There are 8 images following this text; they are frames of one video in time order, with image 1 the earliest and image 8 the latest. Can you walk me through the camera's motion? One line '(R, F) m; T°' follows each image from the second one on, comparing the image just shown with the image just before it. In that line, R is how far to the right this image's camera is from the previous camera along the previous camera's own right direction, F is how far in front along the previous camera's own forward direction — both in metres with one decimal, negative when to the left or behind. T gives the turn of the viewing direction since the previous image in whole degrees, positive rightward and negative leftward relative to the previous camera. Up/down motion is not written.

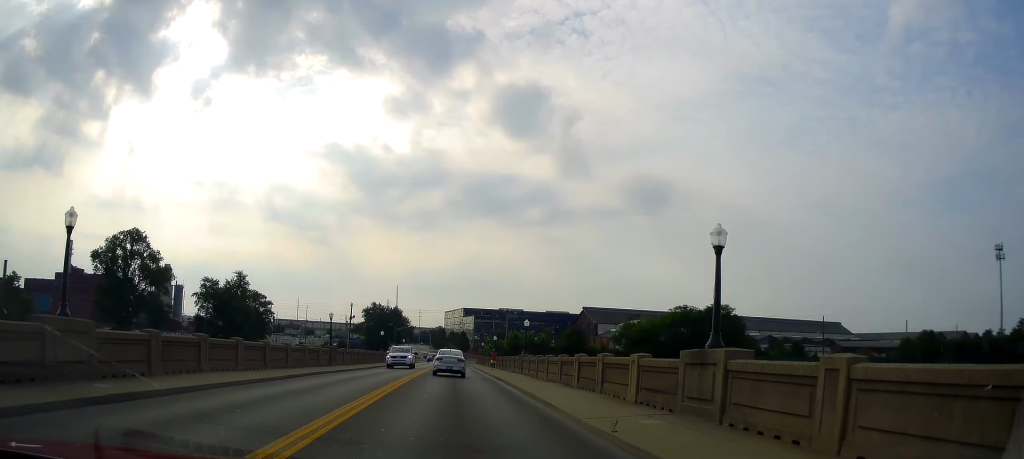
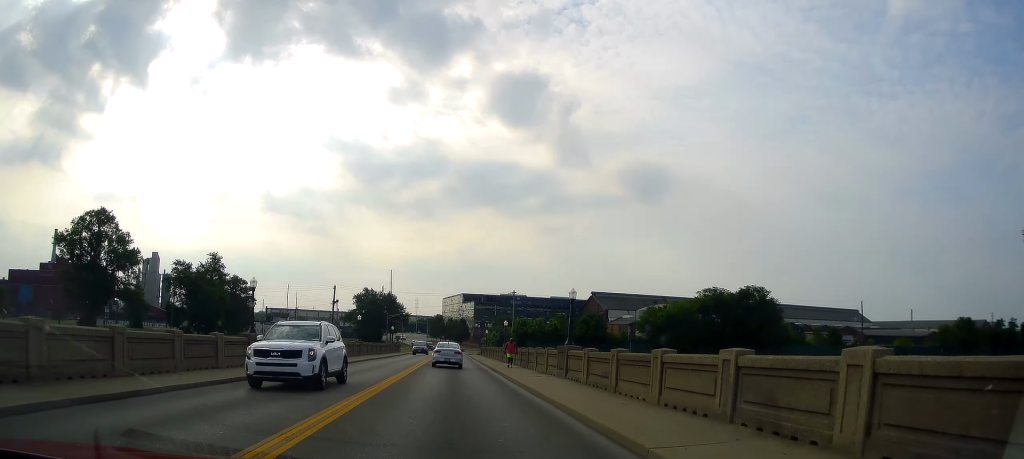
(-0.2, +11.2) m; +1°
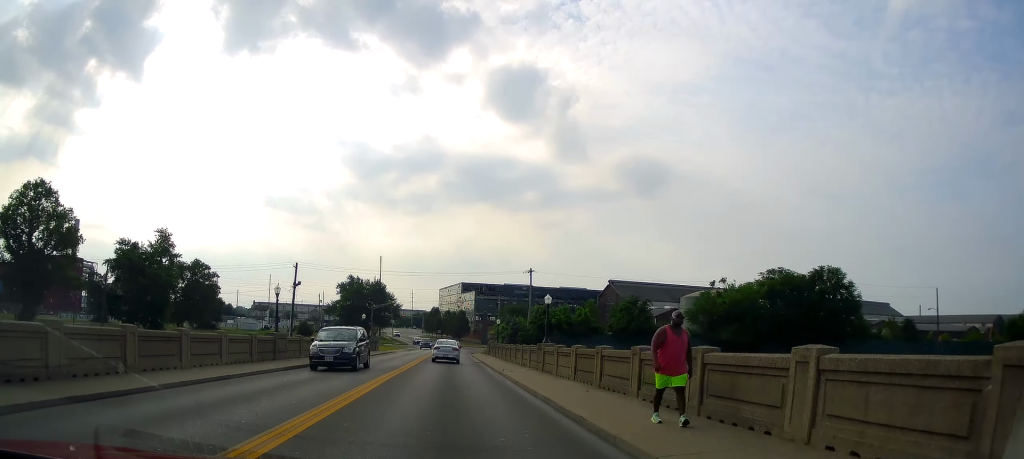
(-0.2, +16.8) m; -5°
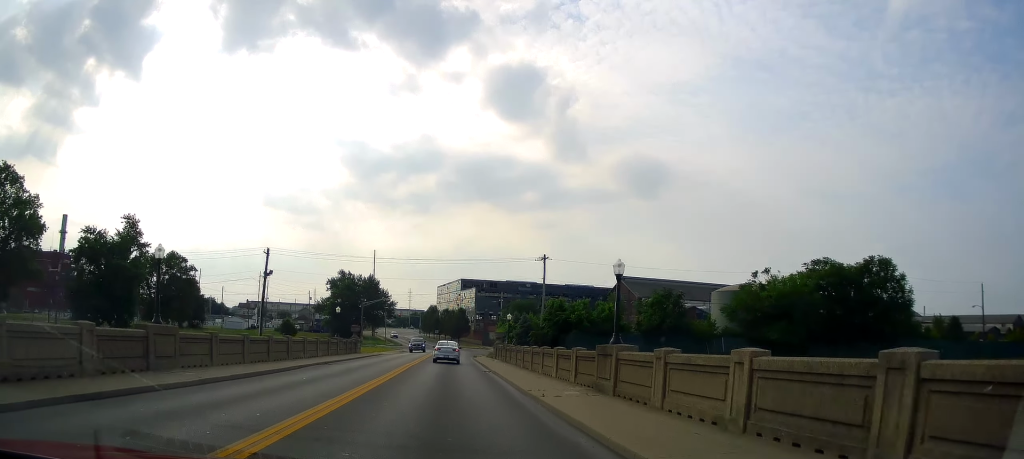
(0.0, +8.3) m; -4°
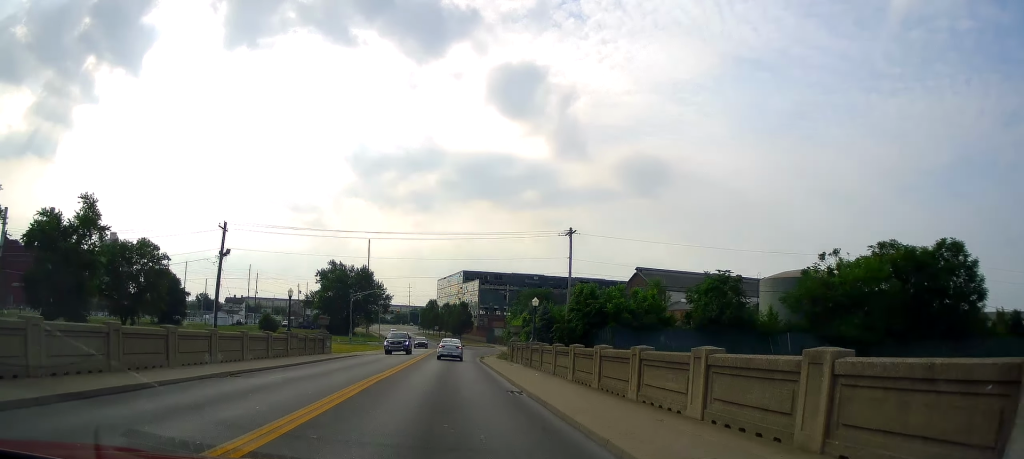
(-0.8, +9.5) m; +1°
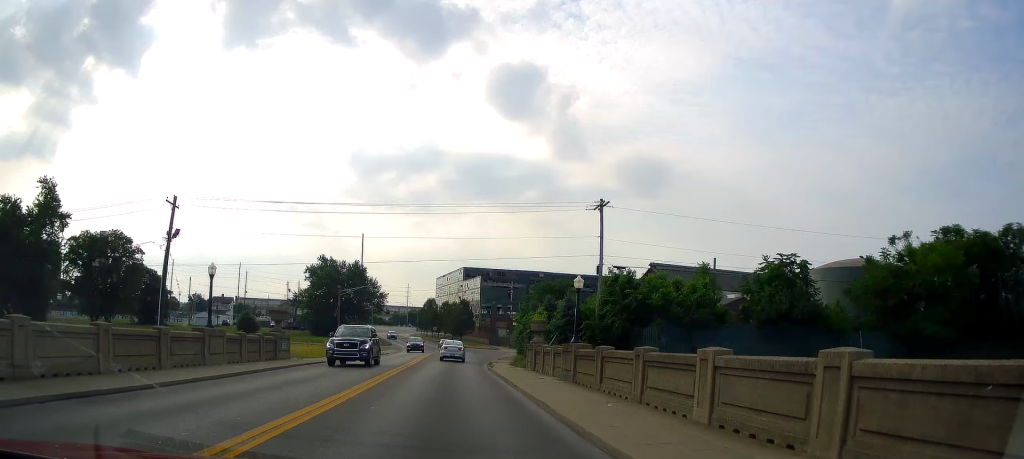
(+0.8, +9.3) m; 0°
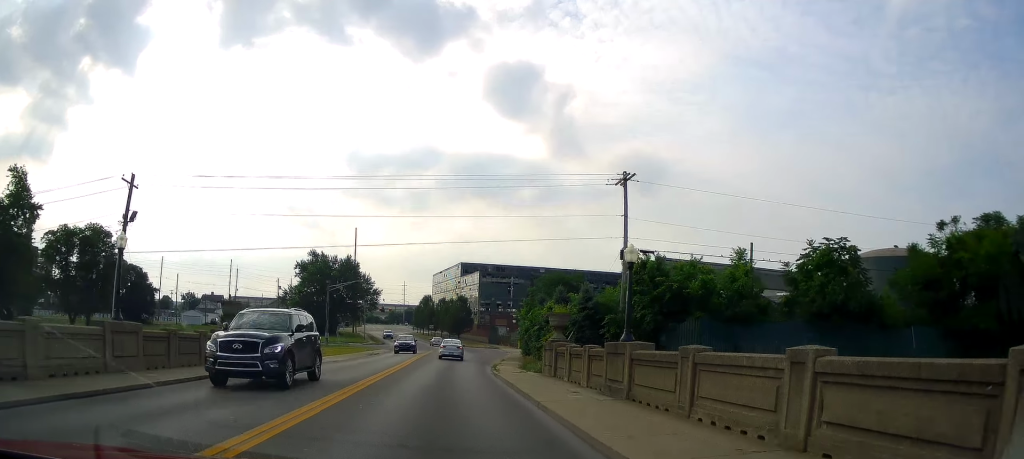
(+0.2, +5.7) m; -1°
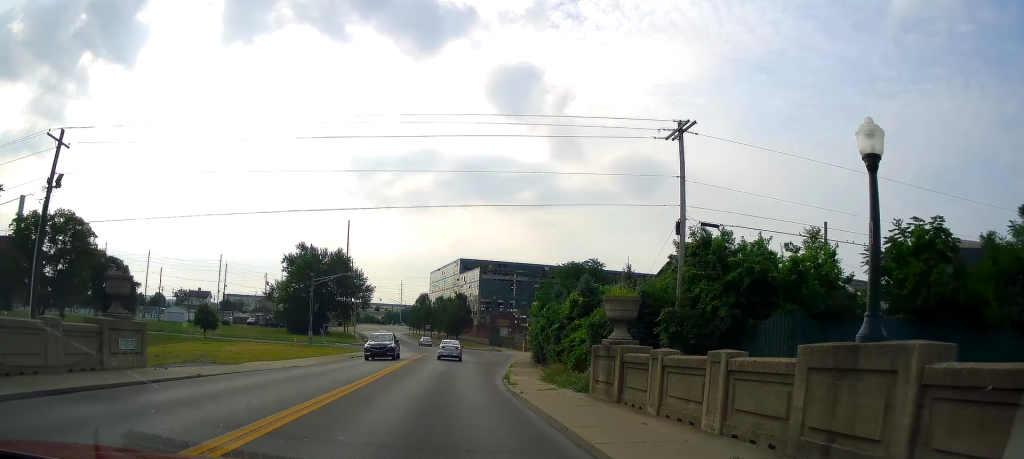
(-0.4, +8.3) m; -6°
